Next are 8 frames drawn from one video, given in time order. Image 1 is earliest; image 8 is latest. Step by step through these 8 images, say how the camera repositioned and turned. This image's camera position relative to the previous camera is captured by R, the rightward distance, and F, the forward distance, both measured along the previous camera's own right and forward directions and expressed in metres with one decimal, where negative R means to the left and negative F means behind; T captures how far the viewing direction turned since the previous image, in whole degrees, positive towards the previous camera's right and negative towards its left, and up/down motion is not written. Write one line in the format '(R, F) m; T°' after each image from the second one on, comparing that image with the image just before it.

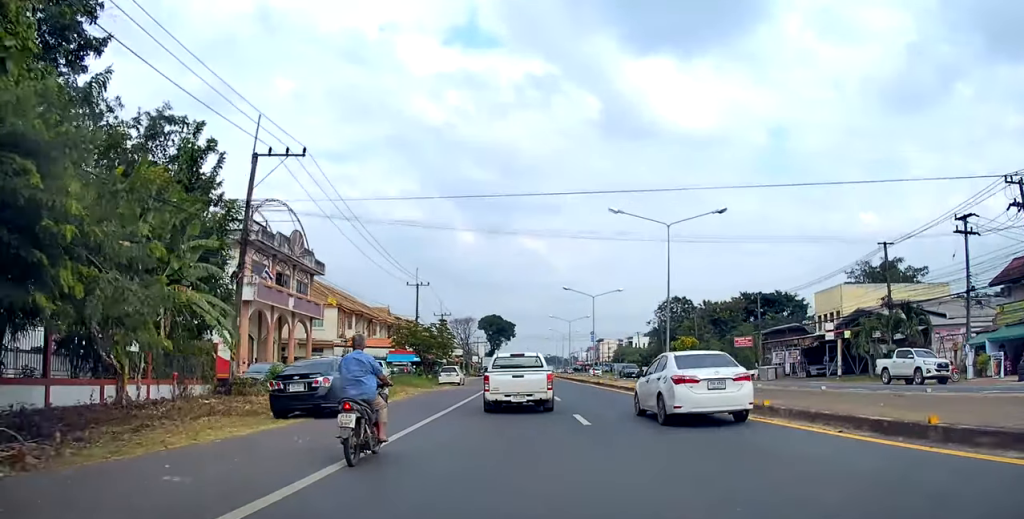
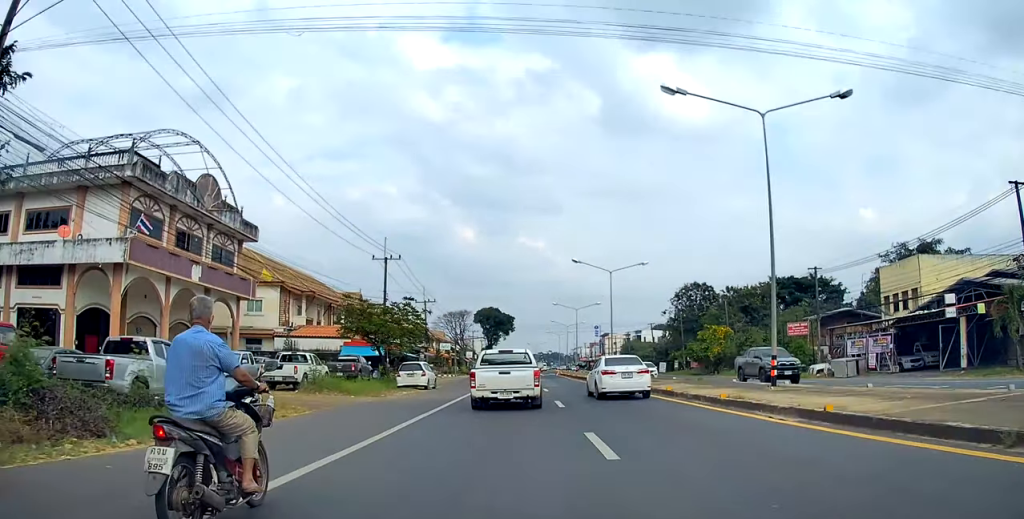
(-0.1, +15.6) m; 0°
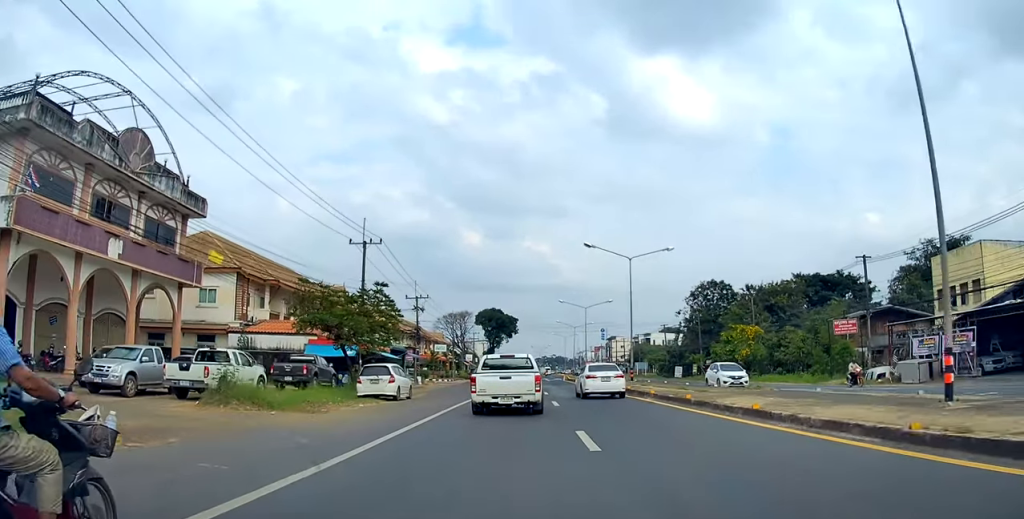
(0.0, +9.2) m; +1°
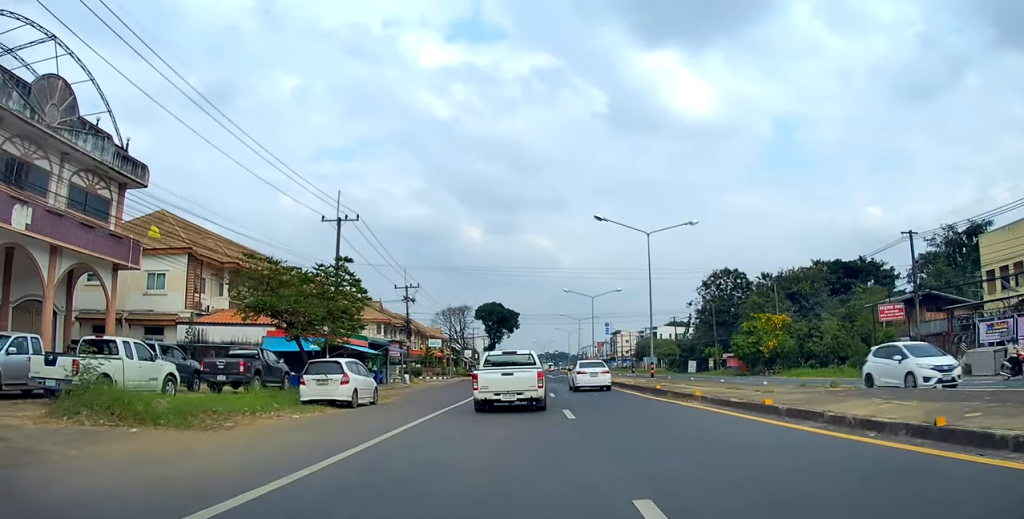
(+0.1, +7.1) m; 0°
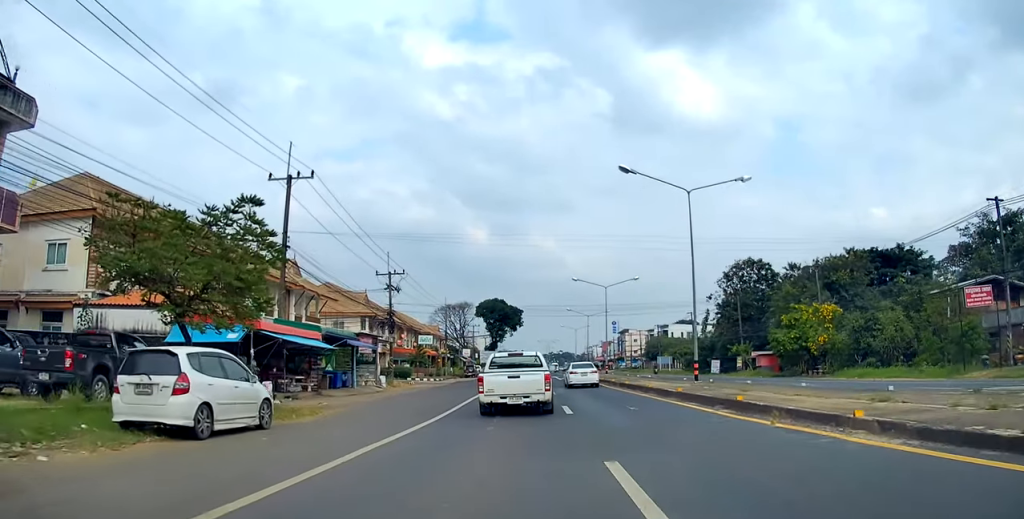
(0.0, +9.9) m; 0°
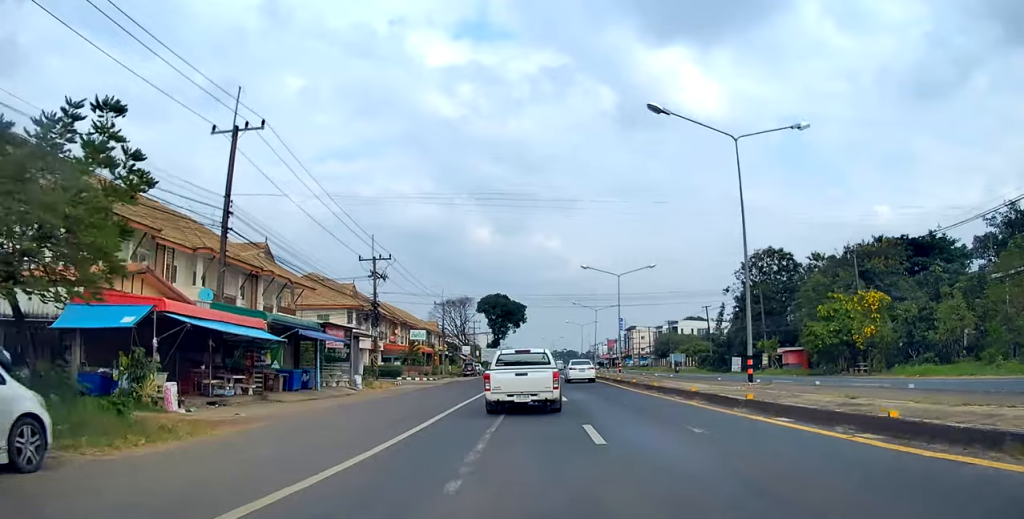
(0.0, +6.8) m; 0°
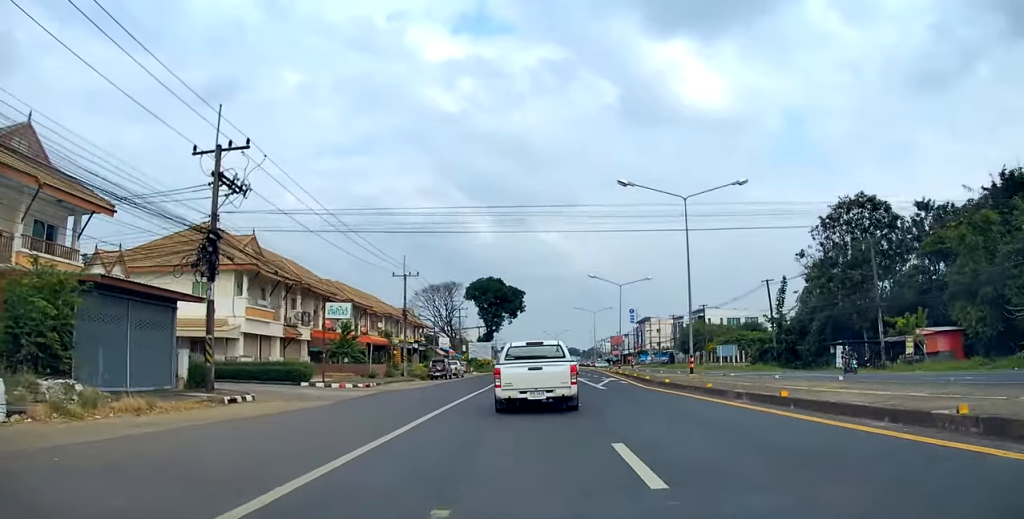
(-0.3, +27.0) m; 0°
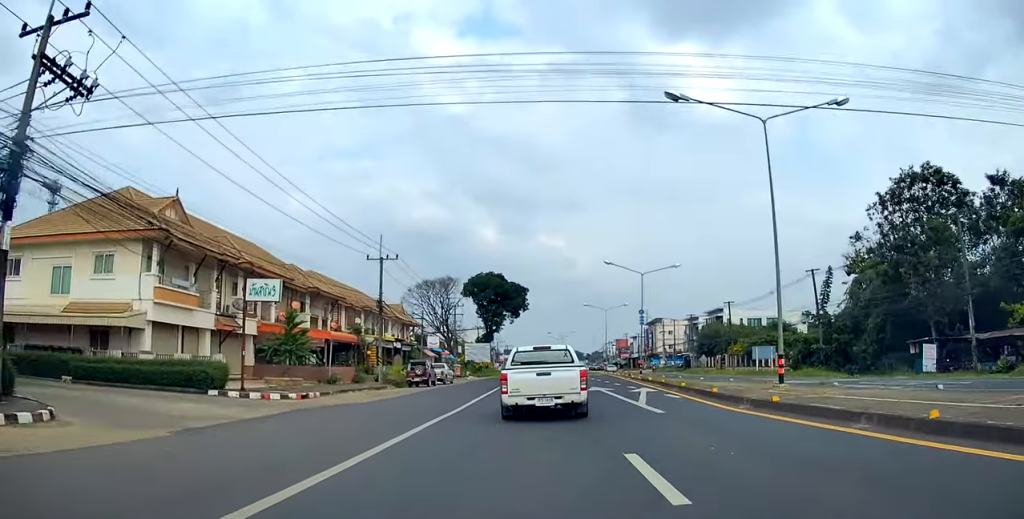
(+0.1, +11.5) m; 0°
